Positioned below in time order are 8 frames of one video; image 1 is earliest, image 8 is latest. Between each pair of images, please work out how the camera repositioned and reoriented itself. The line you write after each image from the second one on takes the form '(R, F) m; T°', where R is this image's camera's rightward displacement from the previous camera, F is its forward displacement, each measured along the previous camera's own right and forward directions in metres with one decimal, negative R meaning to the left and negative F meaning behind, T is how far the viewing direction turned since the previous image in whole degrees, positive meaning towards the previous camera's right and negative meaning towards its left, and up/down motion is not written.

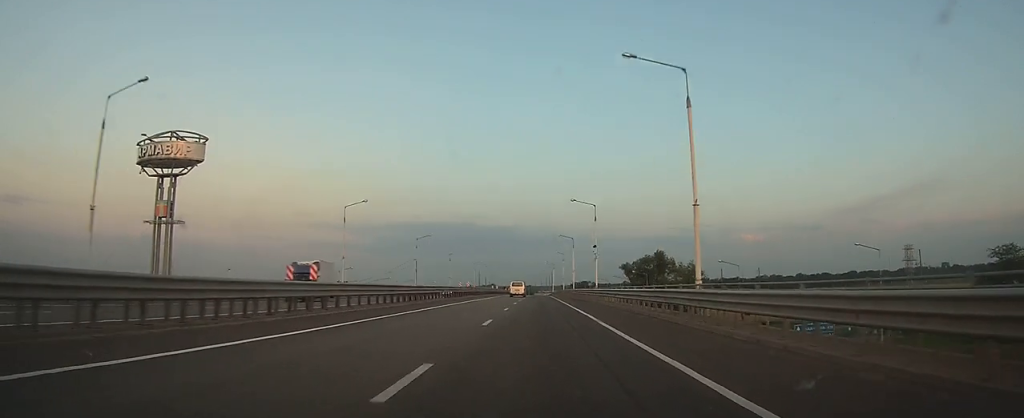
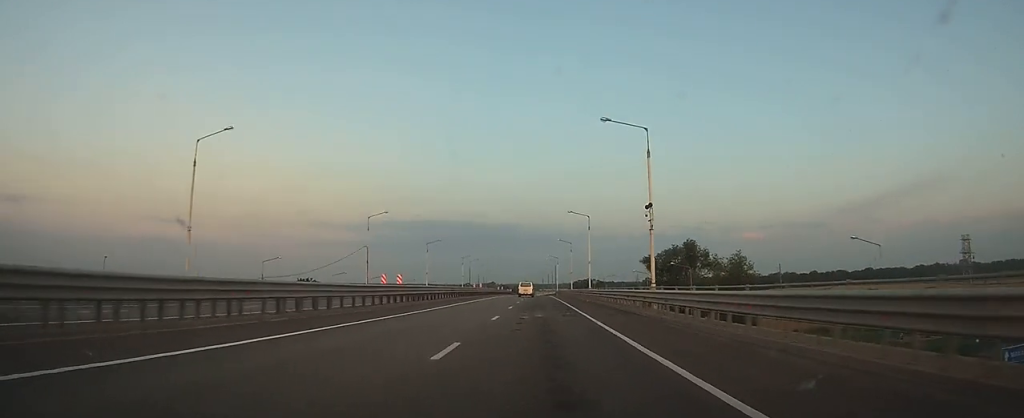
(0.0, +32.9) m; 0°
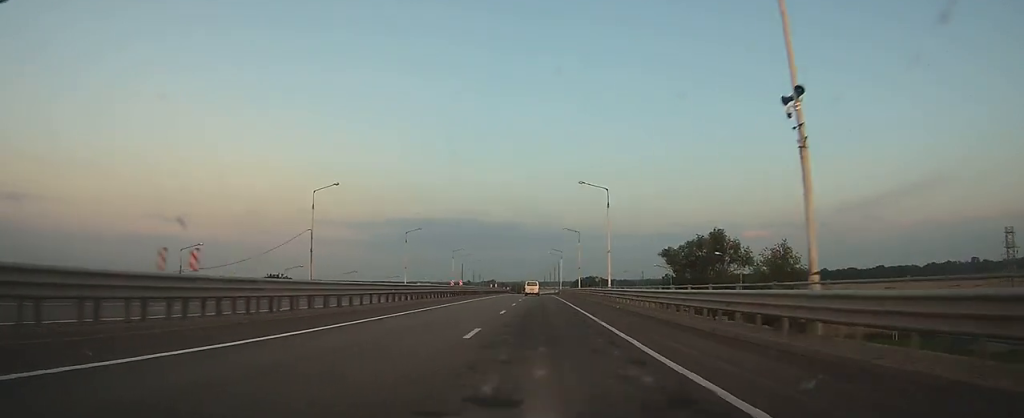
(0.0, +20.3) m; 0°
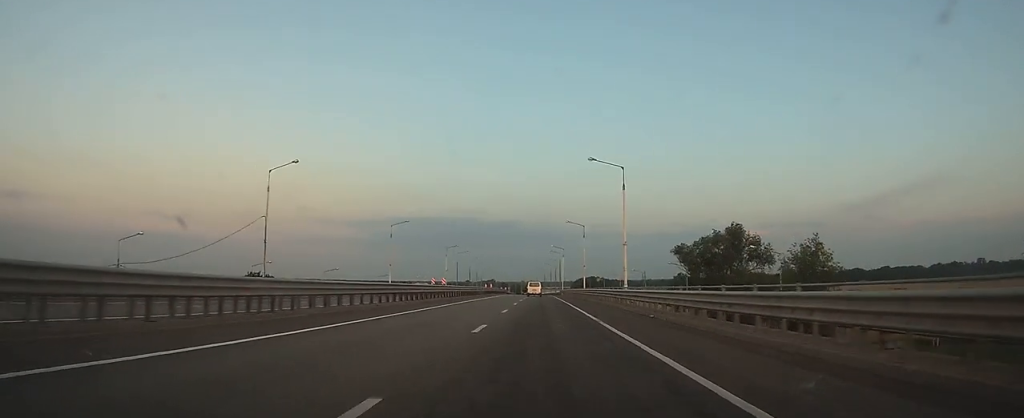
(0.0, +10.5) m; 0°
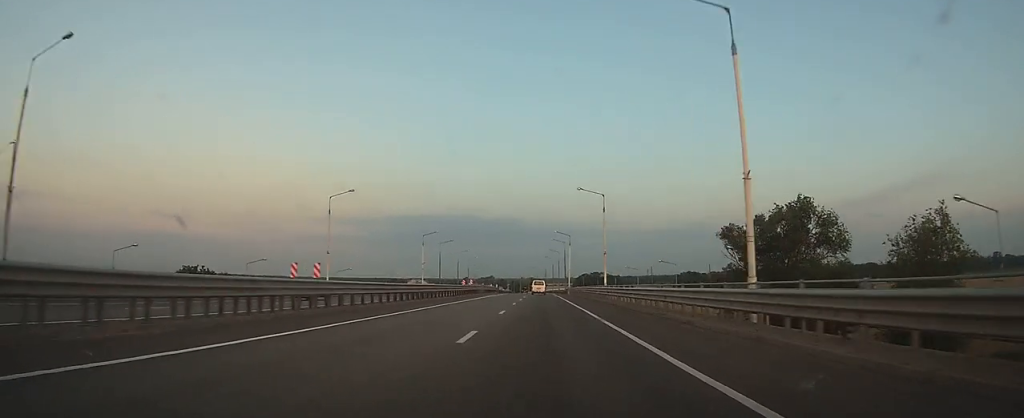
(0.0, +27.2) m; 0°
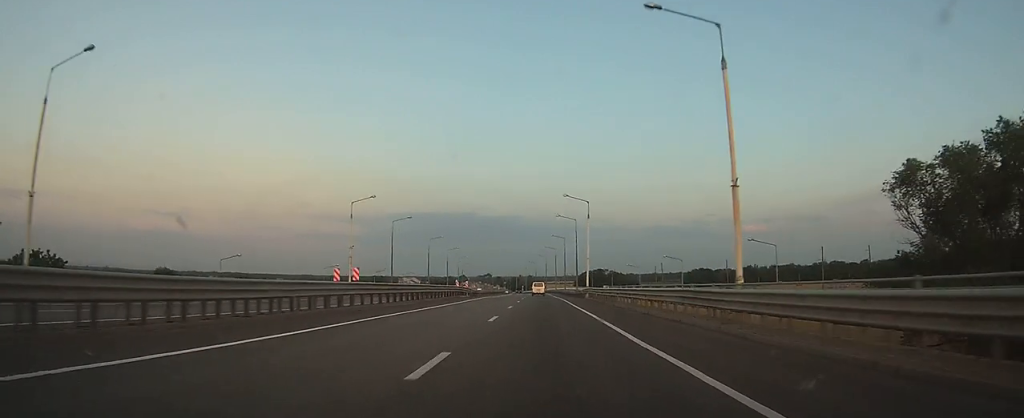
(0.0, +41.1) m; 0°
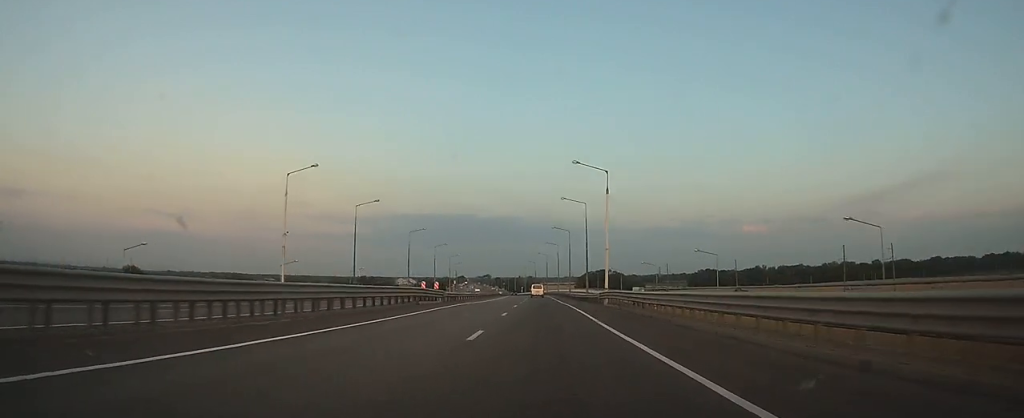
(0.0, +18.0) m; 0°
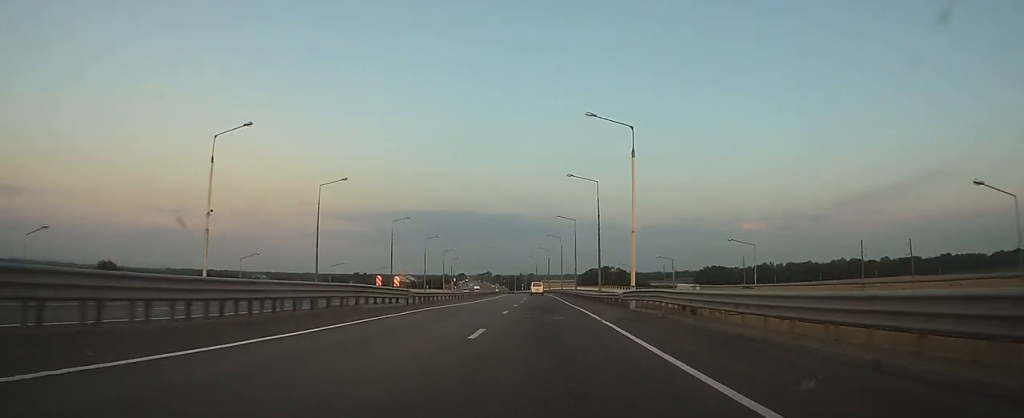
(0.0, +12.4) m; 0°
